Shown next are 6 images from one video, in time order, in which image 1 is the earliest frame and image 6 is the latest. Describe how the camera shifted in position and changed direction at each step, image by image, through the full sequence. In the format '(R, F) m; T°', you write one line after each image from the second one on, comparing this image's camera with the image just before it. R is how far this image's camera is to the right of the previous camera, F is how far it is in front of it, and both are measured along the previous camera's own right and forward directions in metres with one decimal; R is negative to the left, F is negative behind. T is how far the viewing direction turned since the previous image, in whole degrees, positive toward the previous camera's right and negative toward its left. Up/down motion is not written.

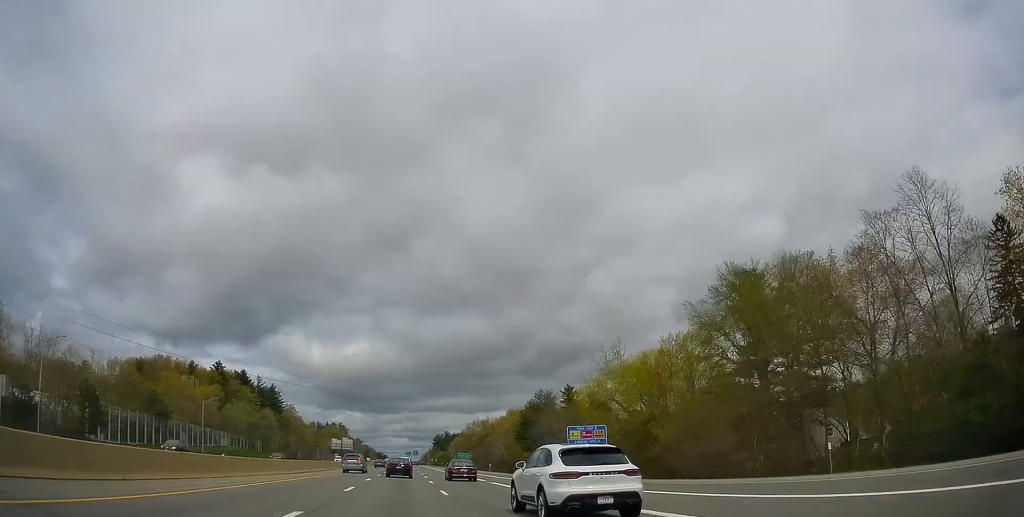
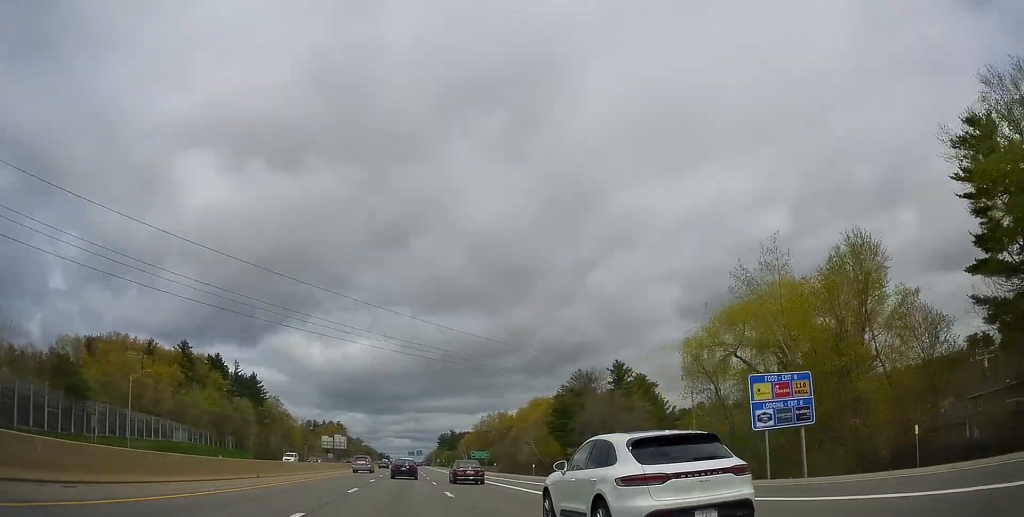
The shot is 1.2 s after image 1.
(-0.3, +37.1) m; 0°
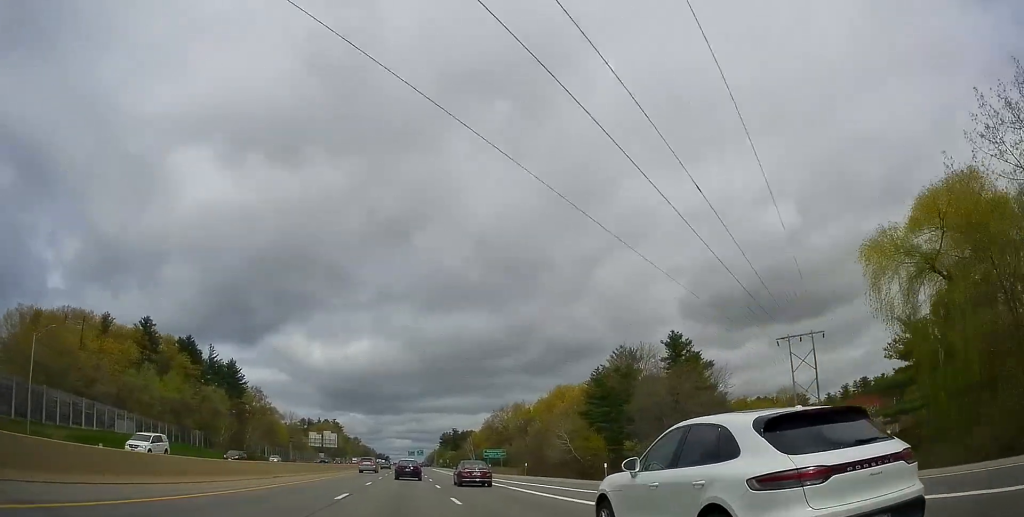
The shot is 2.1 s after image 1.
(+0.3, +28.1) m; 0°
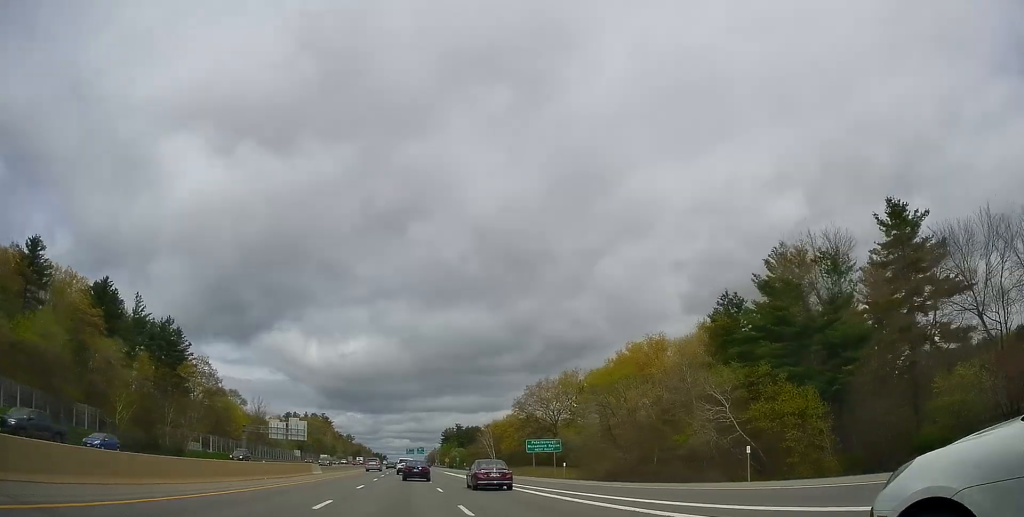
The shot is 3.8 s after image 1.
(-0.9, +52.5) m; -1°
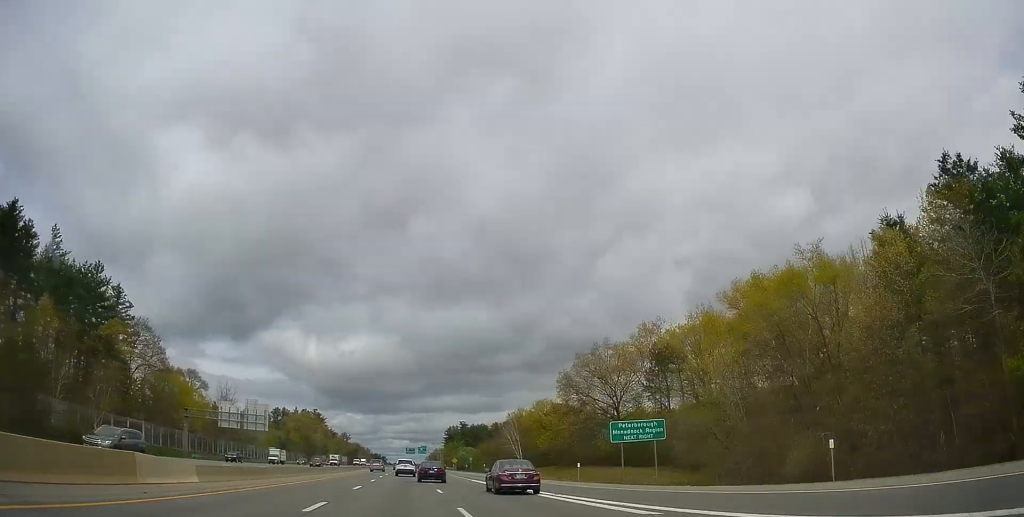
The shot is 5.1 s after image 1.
(+0.7, +37.1) m; +1°
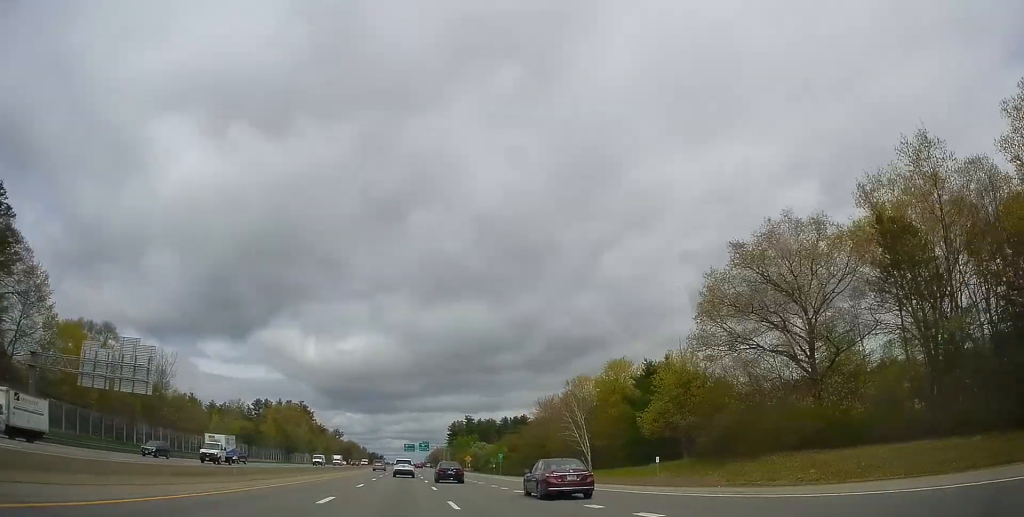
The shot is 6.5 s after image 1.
(-0.1, +45.6) m; -1°
